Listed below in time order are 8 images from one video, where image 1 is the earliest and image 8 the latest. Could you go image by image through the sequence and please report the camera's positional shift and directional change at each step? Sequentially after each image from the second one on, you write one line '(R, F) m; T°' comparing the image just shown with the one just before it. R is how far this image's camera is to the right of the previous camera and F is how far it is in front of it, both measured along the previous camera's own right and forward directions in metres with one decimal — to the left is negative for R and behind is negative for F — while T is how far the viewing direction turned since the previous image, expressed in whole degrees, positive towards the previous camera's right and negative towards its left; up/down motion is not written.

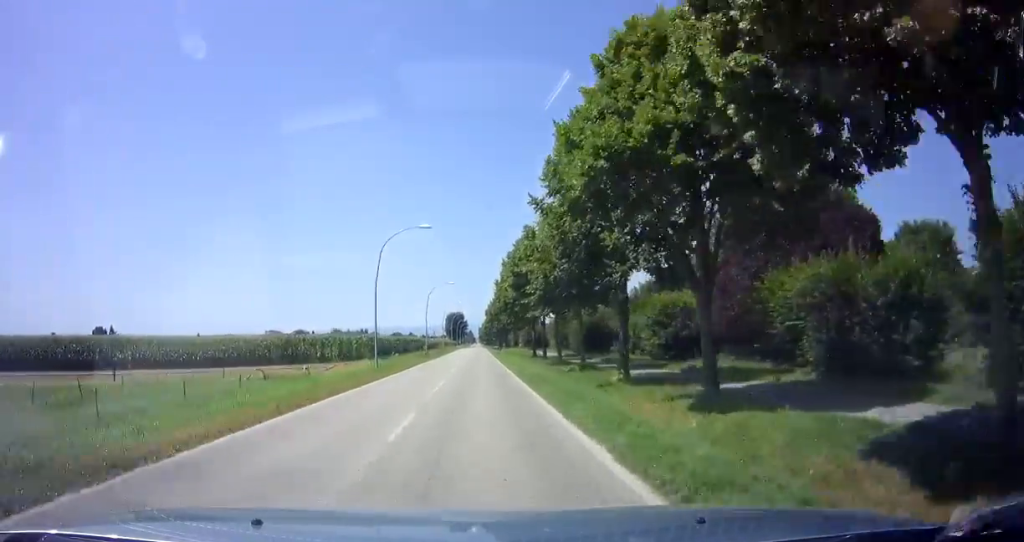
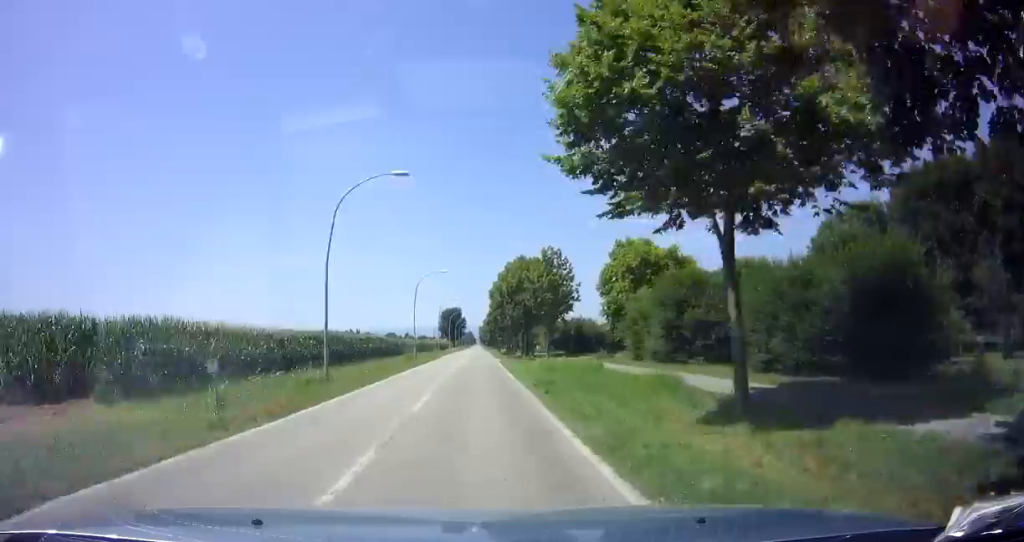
(0.0, +40.8) m; 0°
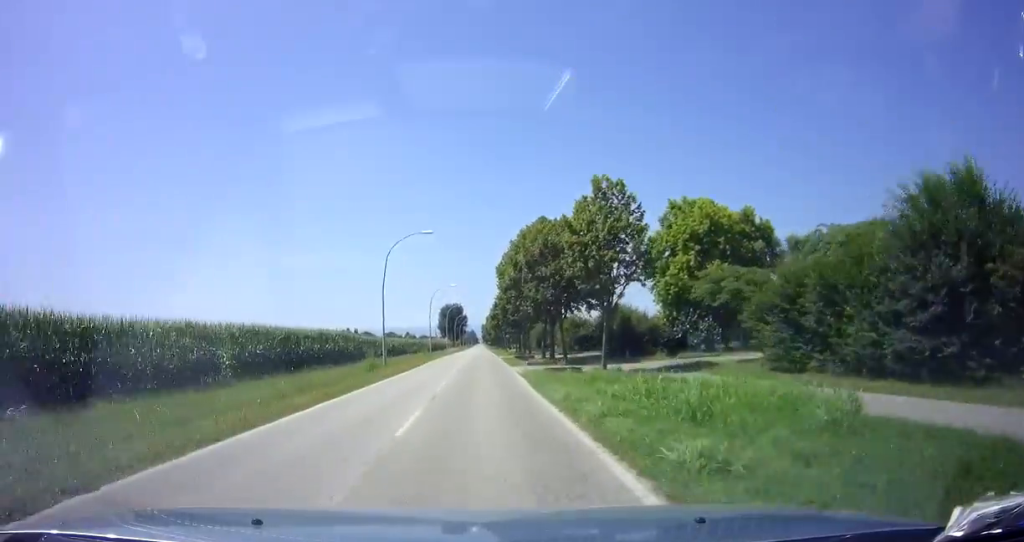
(0.0, +18.6) m; 0°
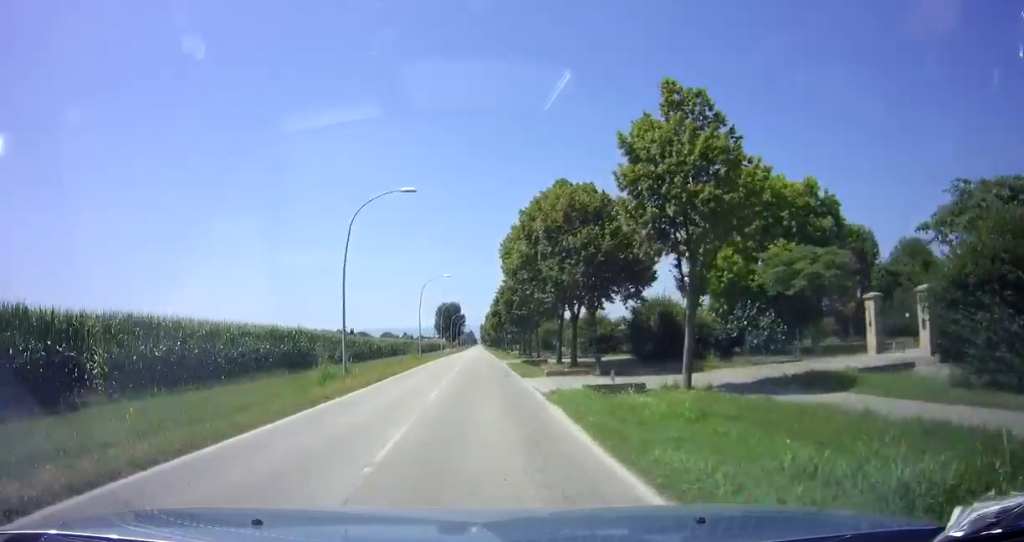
(0.0, +9.7) m; 0°
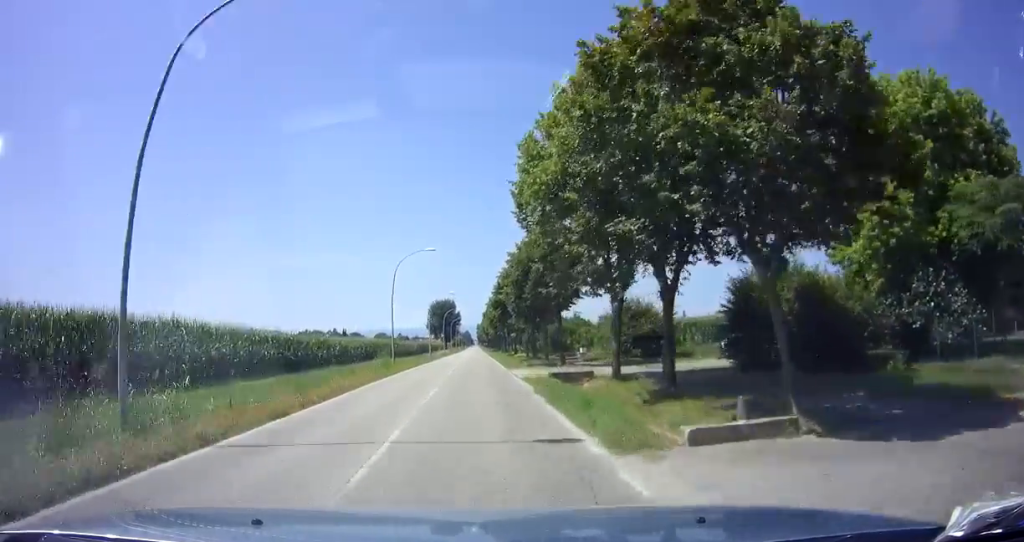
(+0.1, +15.5) m; 0°
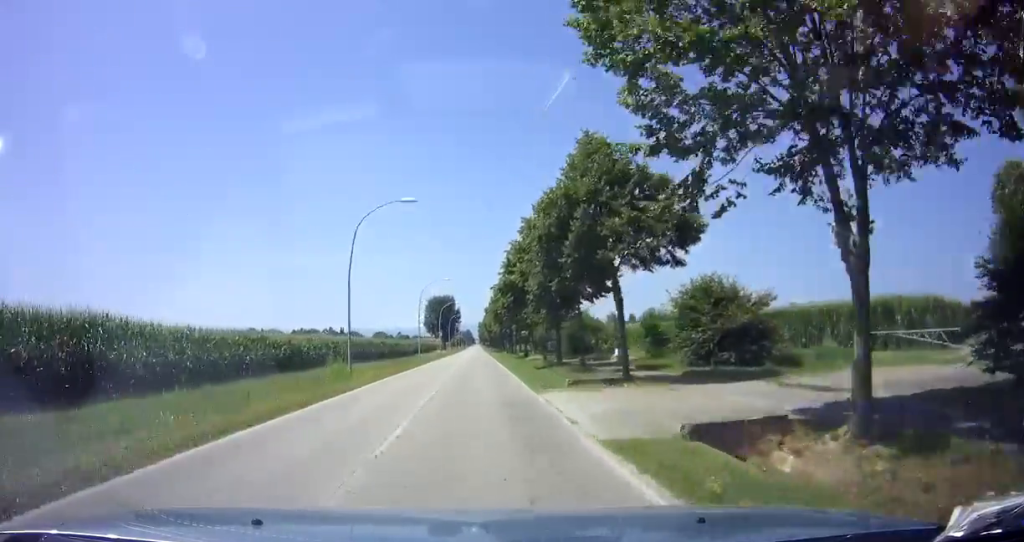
(+0.2, +13.6) m; 0°
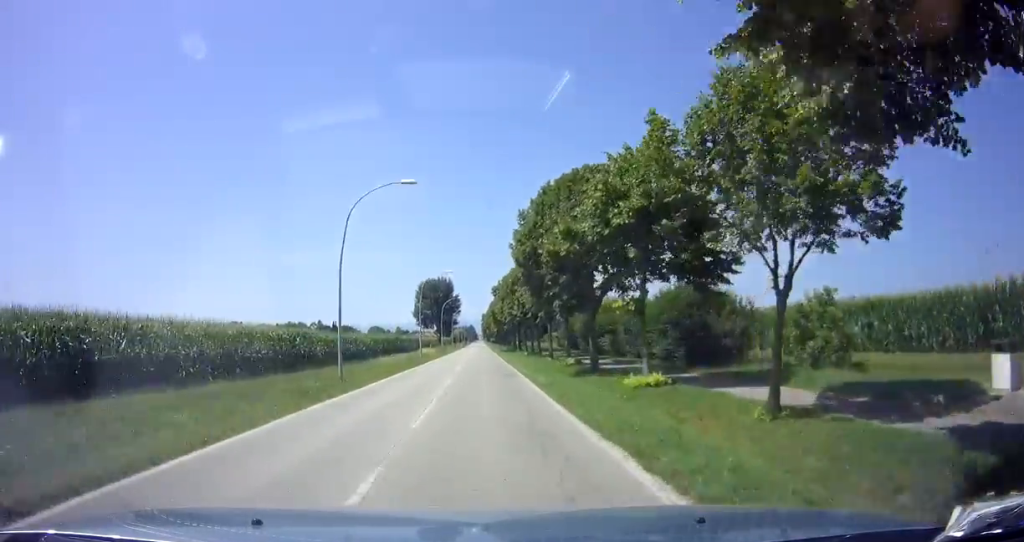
(-0.6, +33.9) m; -1°
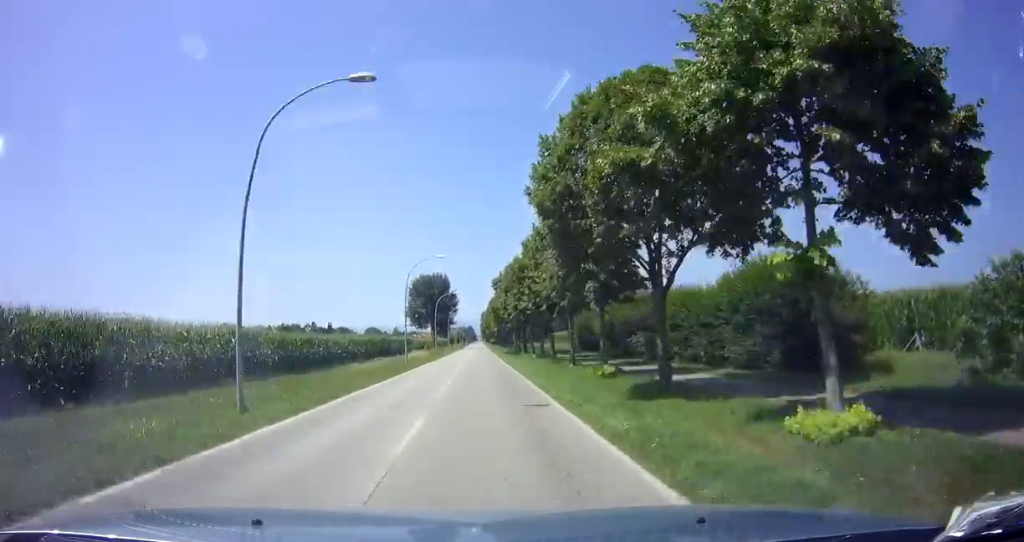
(0.0, +9.8) m; 0°
